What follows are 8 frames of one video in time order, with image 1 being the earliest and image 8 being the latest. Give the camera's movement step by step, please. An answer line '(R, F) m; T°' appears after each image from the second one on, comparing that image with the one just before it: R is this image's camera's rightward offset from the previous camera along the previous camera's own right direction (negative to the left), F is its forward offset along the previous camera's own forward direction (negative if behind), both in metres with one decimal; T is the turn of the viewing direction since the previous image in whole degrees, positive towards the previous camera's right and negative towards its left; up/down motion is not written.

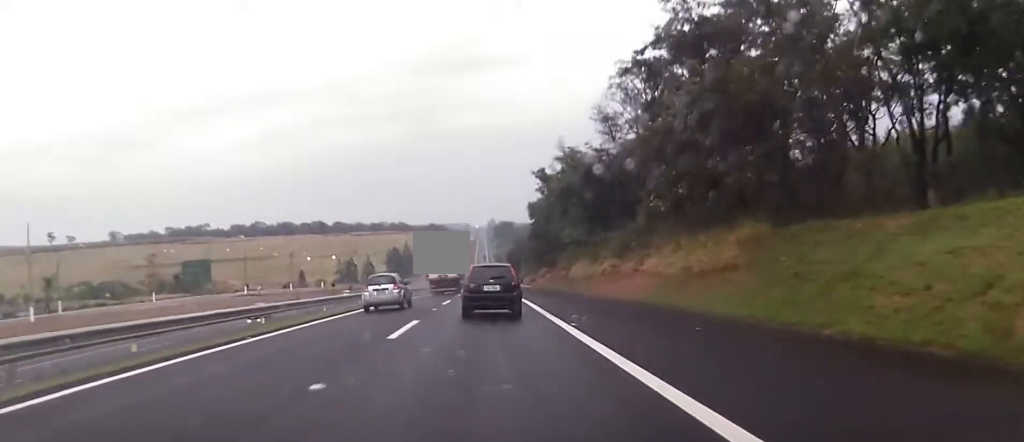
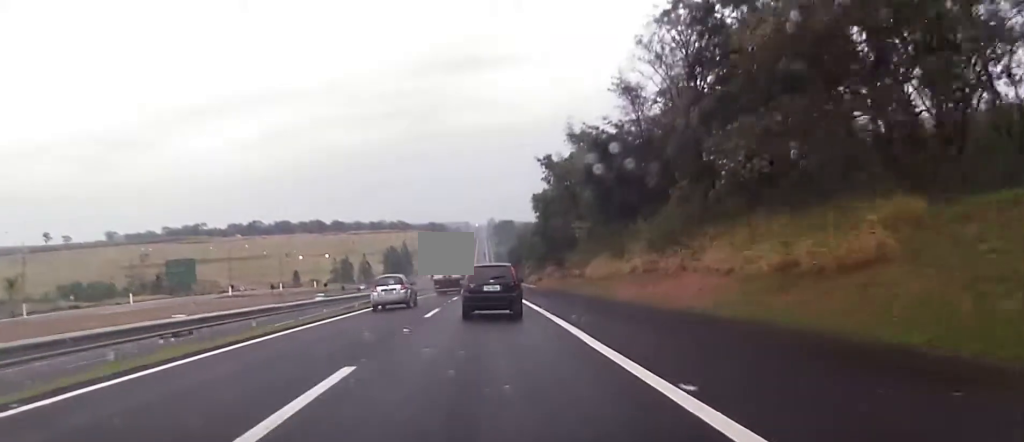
(0.0, +9.2) m; 0°
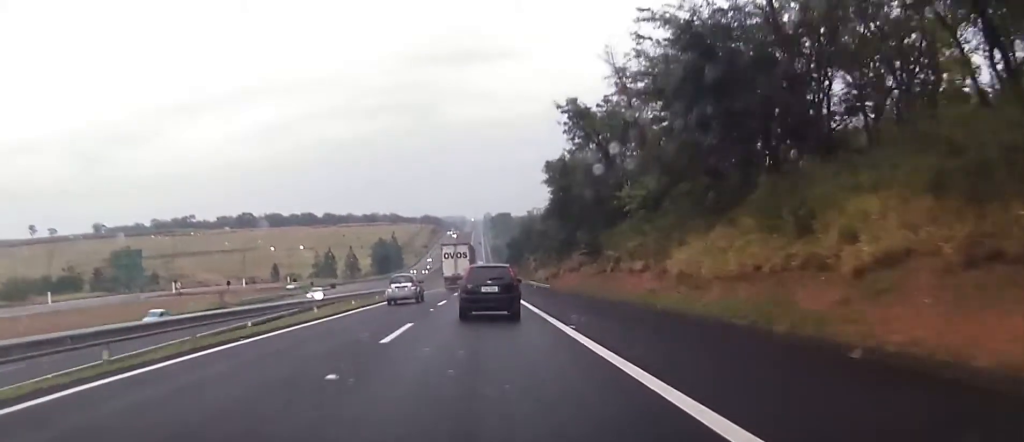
(-0.2, +24.6) m; -1°
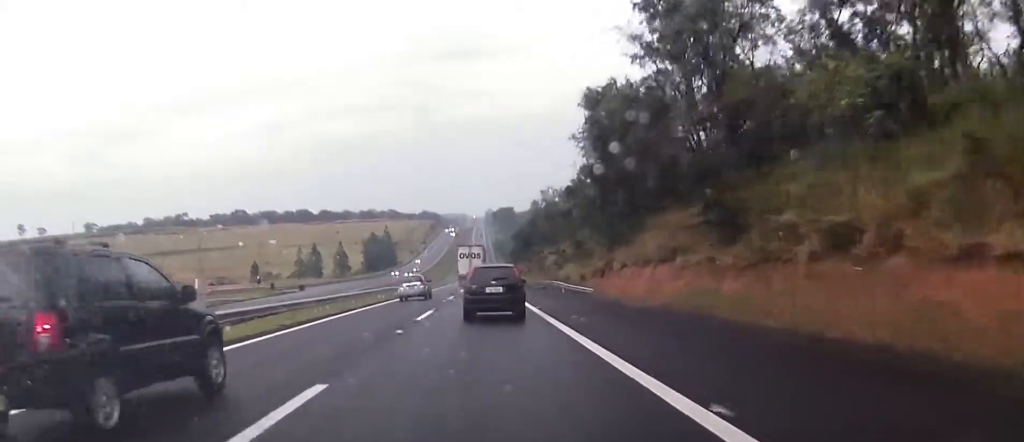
(0.0, +26.2) m; 0°
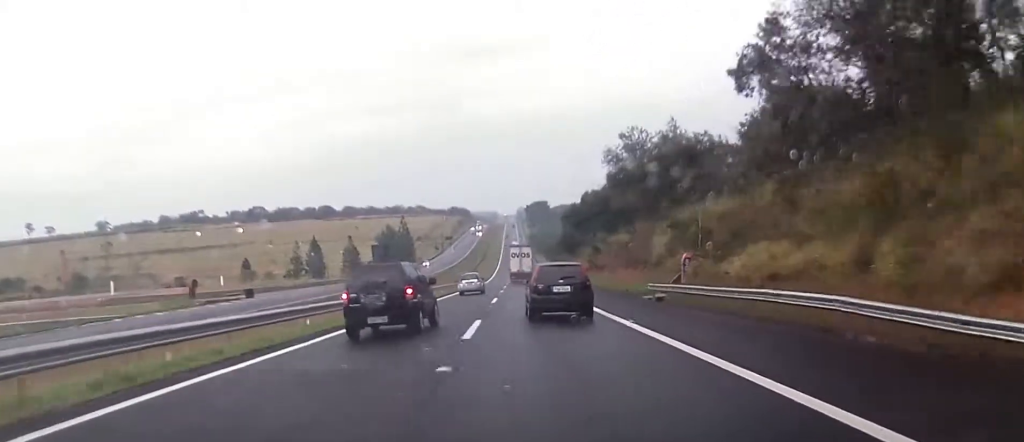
(-0.3, +38.8) m; -1°
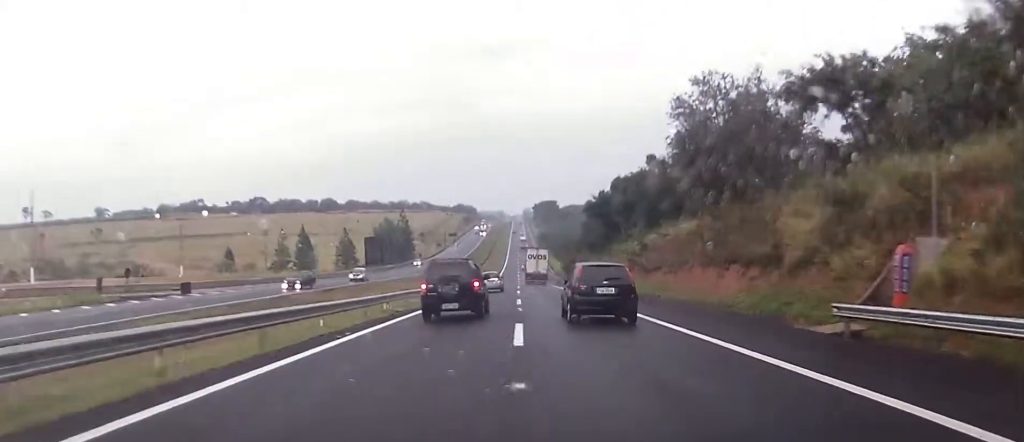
(-0.1, +18.2) m; 0°
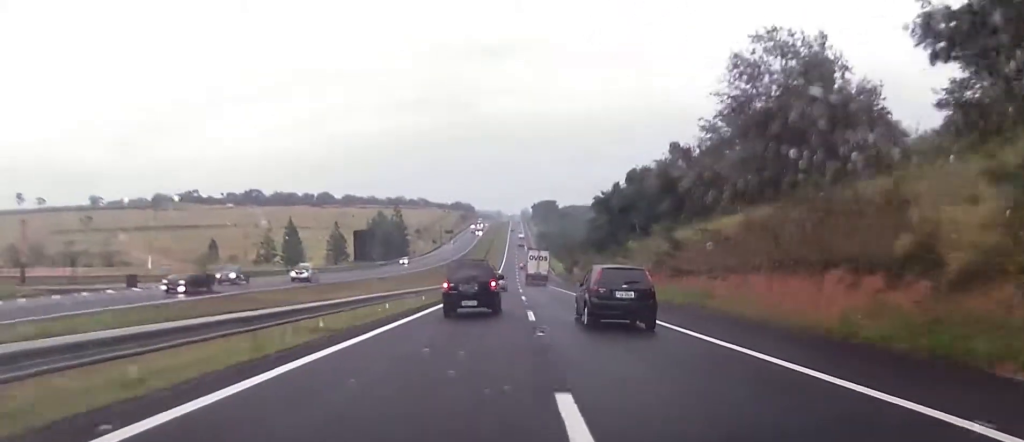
(+0.1, +9.4) m; 0°
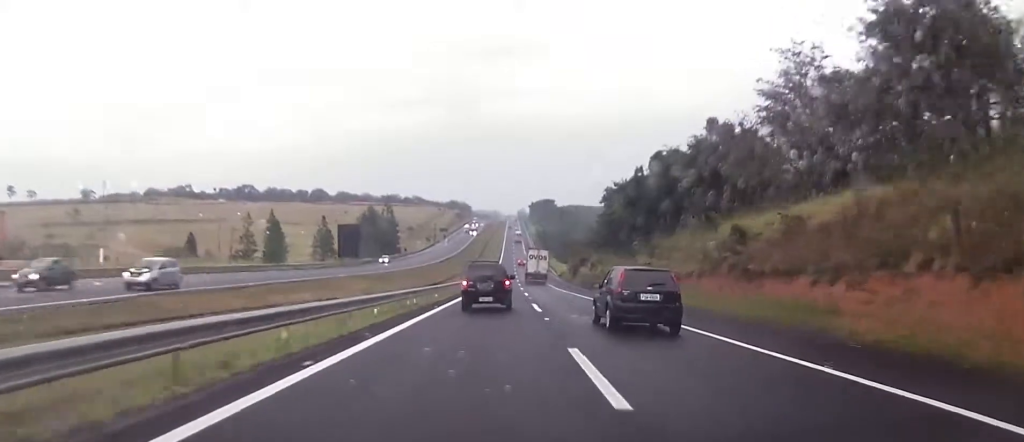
(0.0, +11.8) m; 0°
